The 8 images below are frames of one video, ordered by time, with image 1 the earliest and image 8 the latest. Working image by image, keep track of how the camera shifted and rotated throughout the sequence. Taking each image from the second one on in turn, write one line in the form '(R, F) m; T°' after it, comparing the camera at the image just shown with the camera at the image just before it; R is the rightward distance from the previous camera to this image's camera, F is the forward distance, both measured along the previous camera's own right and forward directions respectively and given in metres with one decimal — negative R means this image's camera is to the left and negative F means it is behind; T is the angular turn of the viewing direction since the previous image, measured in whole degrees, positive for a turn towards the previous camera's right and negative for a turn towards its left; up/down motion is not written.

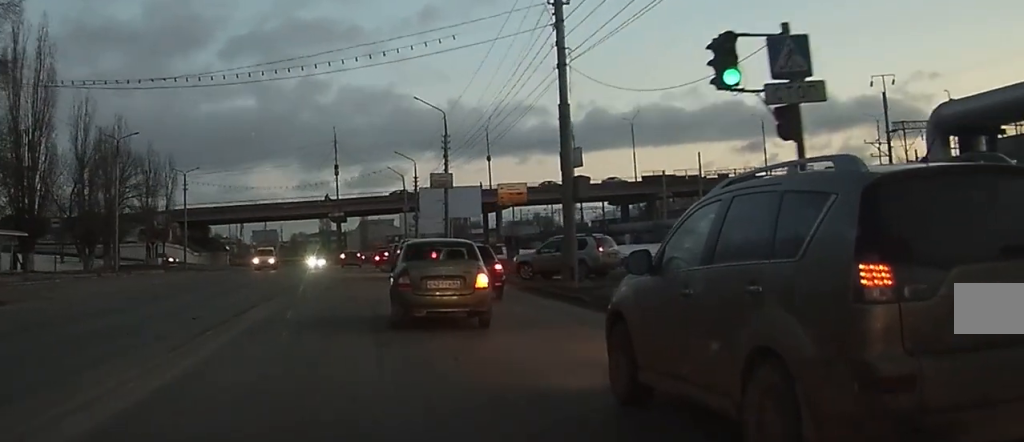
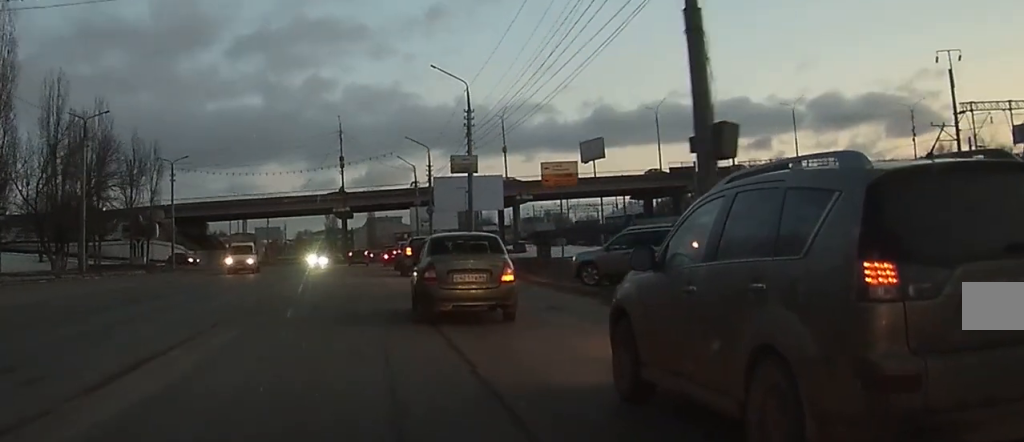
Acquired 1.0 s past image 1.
(0.0, +9.6) m; 0°
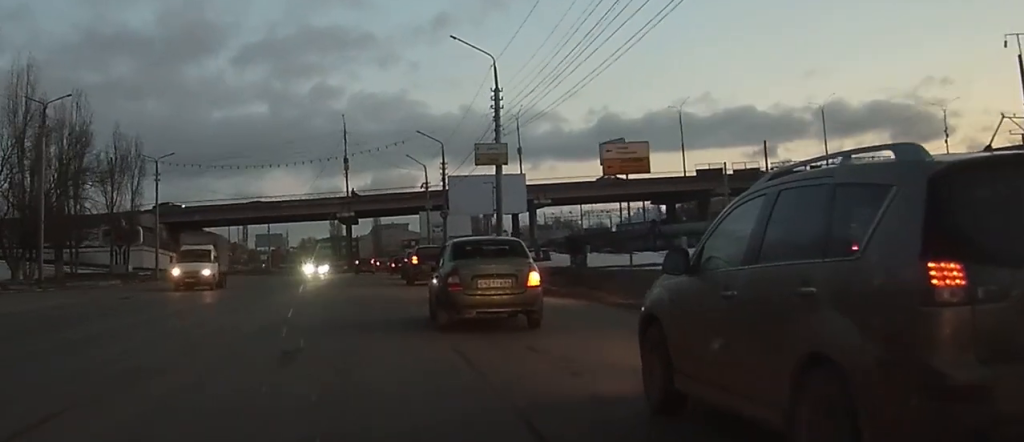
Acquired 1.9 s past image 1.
(0.0, +8.6) m; 0°
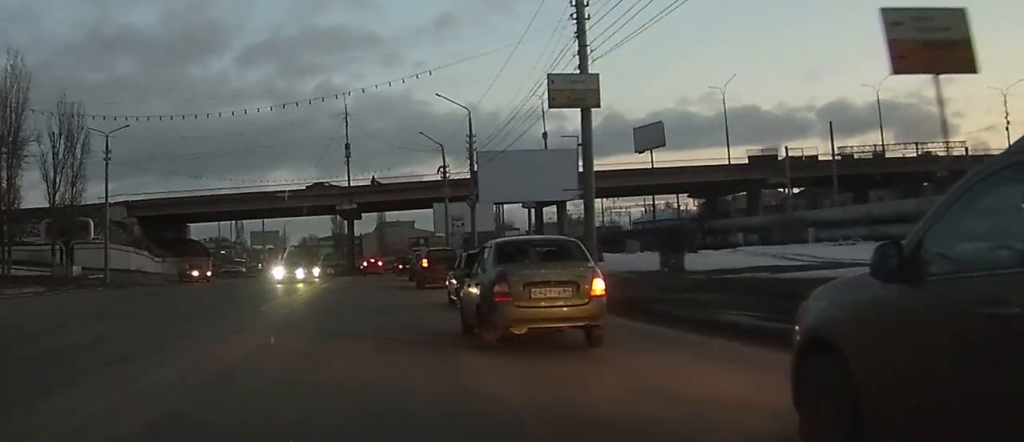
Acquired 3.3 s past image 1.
(-0.1, +15.5) m; 0°
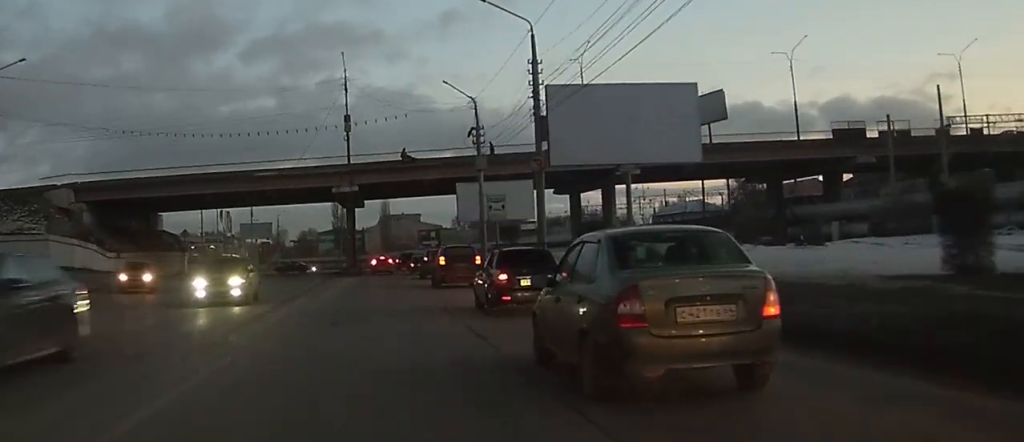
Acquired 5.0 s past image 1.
(0.0, +19.0) m; 0°
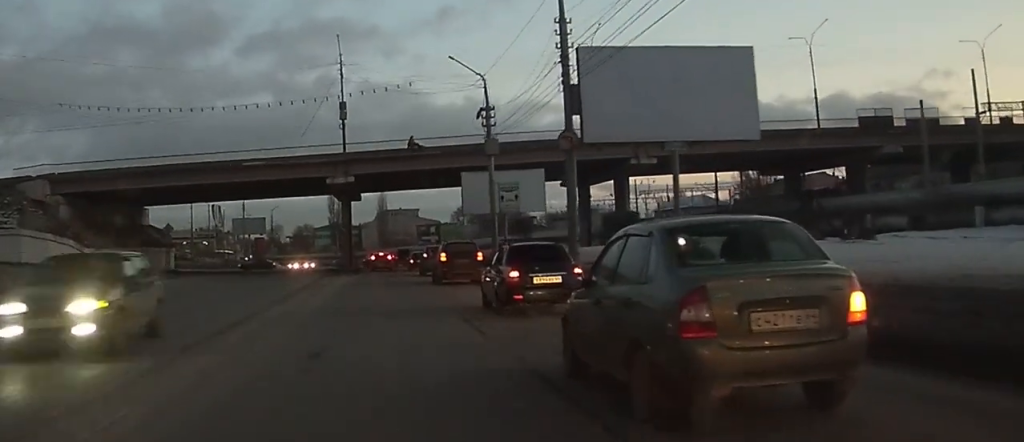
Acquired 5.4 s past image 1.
(0.0, +5.3) m; 0°
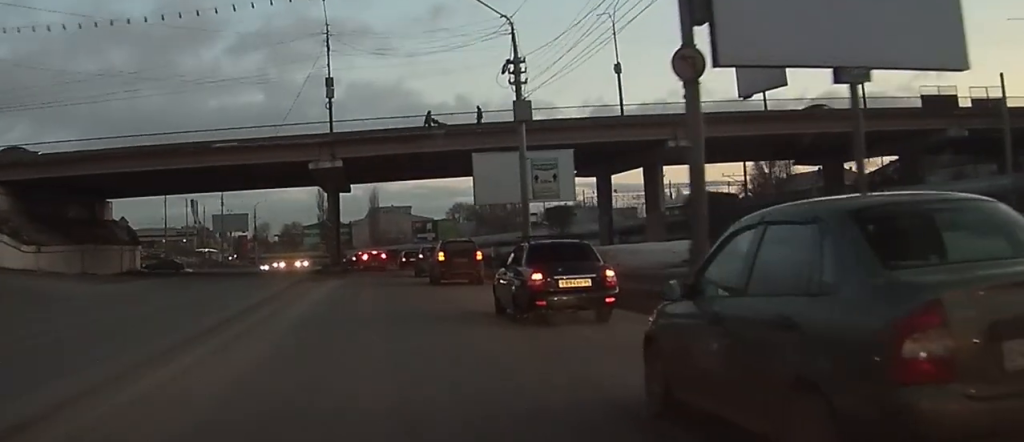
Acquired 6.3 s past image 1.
(0.0, +11.2) m; 0°
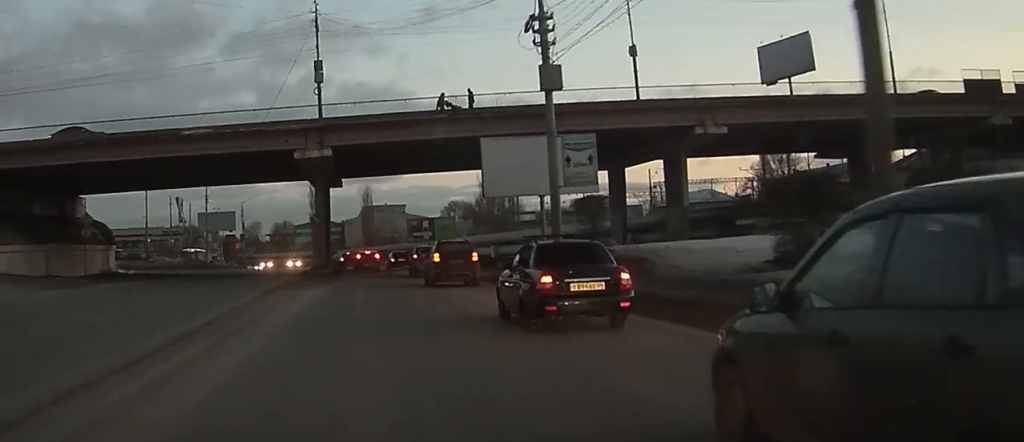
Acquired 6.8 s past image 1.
(0.0, +6.7) m; 0°
